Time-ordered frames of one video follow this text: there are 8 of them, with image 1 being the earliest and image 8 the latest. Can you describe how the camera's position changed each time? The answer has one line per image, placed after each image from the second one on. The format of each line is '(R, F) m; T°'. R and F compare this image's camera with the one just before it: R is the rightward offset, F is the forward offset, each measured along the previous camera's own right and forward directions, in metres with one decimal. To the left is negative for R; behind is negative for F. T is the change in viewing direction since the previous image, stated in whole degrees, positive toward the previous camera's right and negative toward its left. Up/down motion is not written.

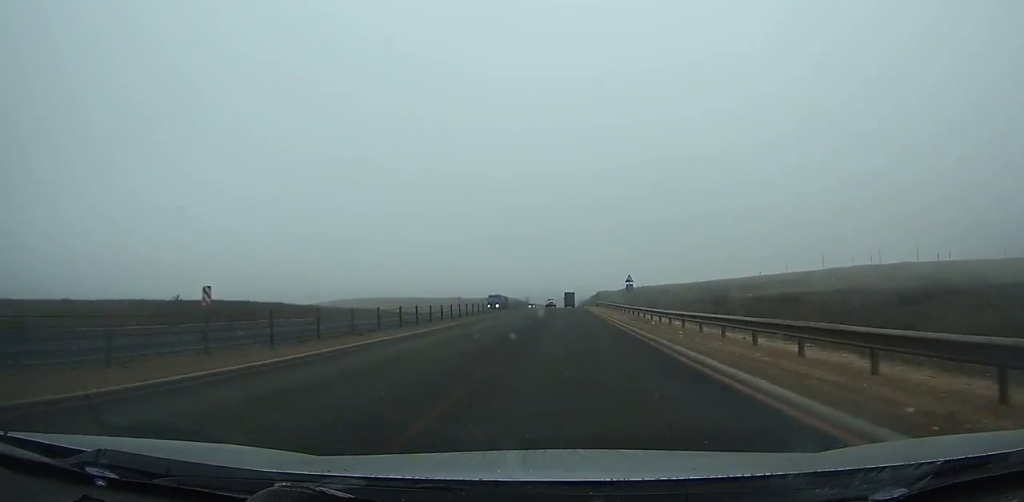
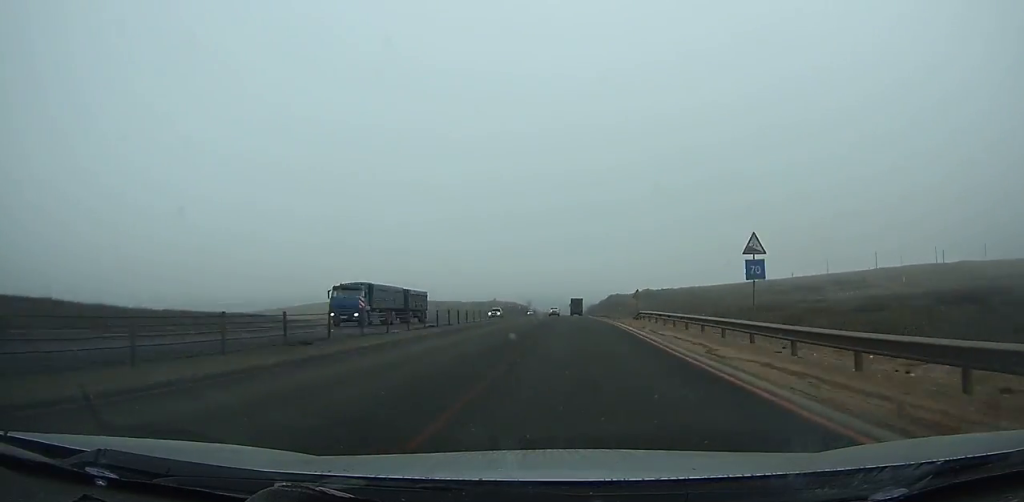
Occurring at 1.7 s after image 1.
(+0.1, +49.9) m; 0°
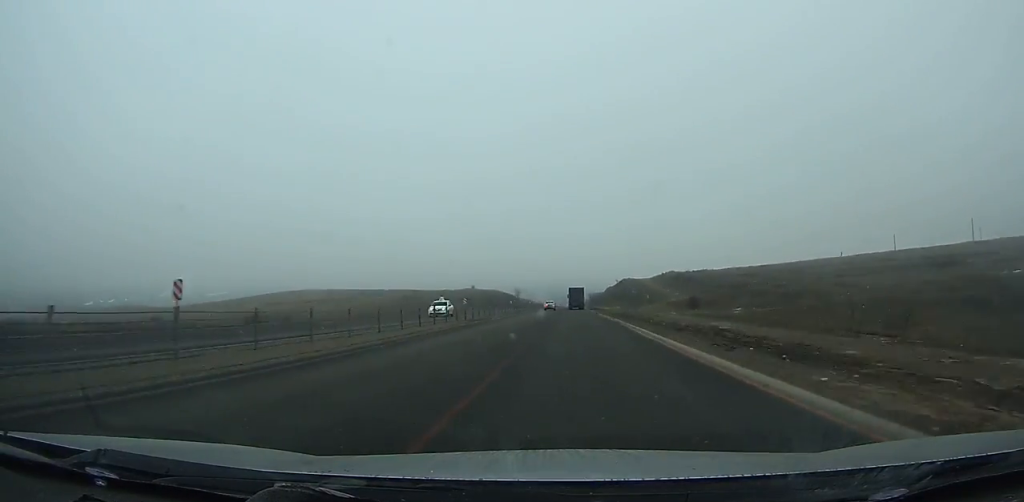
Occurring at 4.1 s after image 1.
(-0.2, +70.7) m; 0°
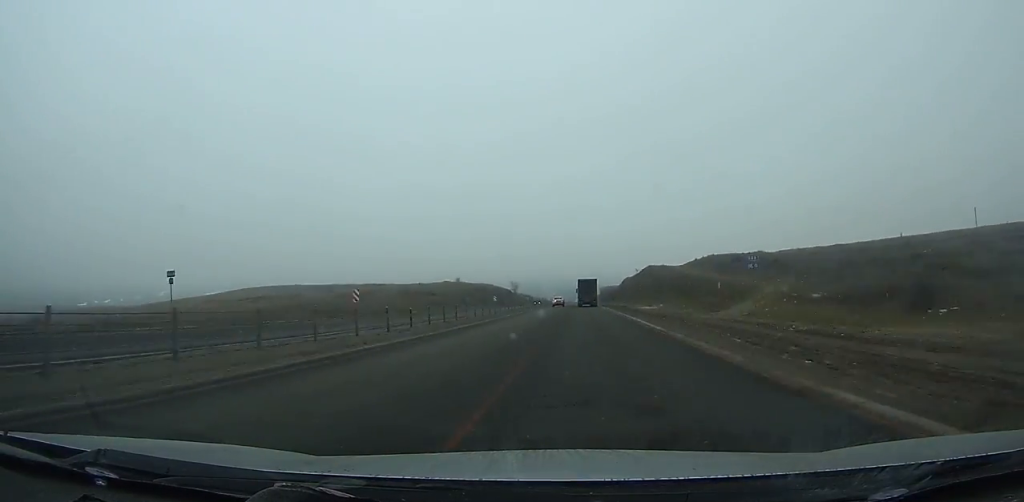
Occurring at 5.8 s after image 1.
(-0.2, +50.1) m; 0°
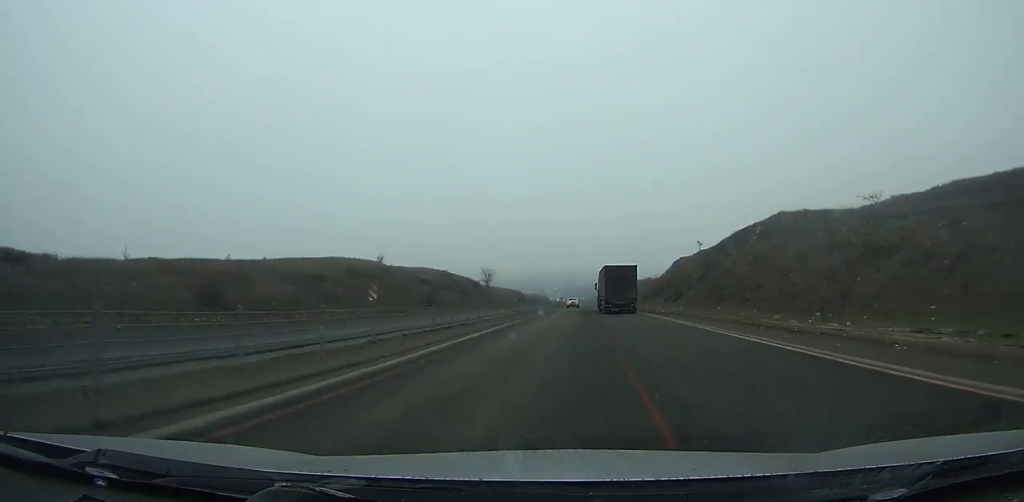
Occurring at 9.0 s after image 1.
(-0.6, +94.4) m; 0°
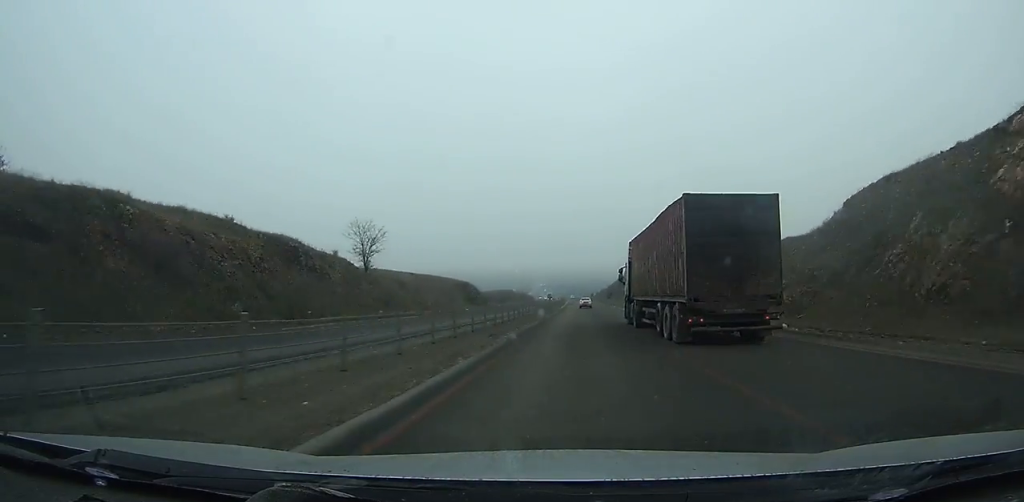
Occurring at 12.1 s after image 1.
(+0.3, +91.5) m; +1°
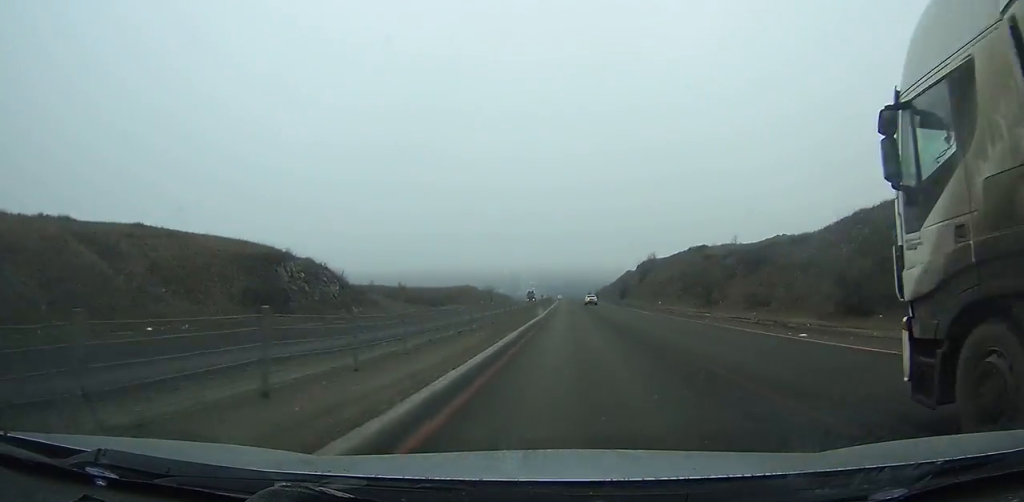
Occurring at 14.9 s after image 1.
(+0.6, +82.6) m; +1°
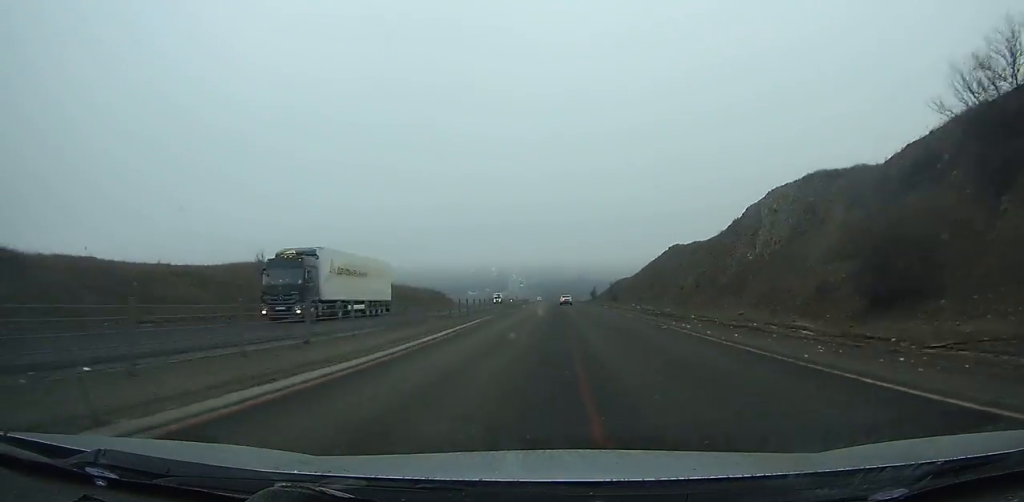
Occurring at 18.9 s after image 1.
(+0.6, +117.7) m; 0°
